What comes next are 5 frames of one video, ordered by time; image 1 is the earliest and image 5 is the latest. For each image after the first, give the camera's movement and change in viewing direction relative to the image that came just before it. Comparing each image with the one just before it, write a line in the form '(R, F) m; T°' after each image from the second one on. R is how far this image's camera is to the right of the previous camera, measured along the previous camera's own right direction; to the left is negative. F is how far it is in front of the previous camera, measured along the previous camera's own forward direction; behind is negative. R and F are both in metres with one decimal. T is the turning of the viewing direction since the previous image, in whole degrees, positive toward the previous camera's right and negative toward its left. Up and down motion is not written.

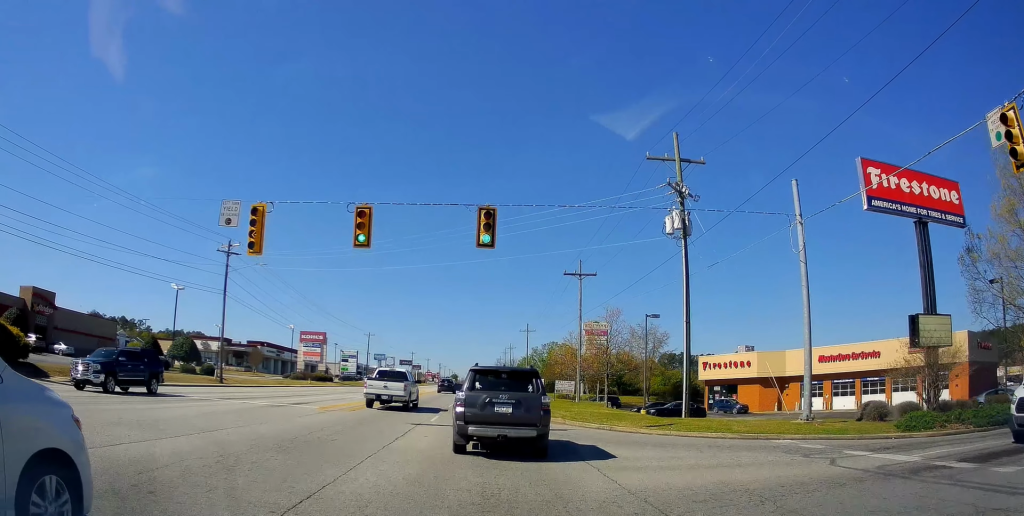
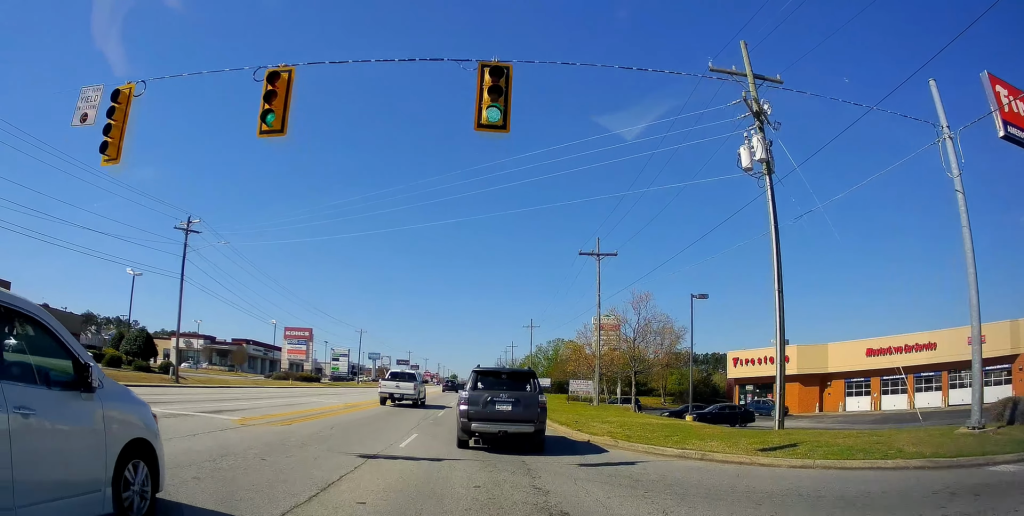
(-0.1, +8.0) m; 0°
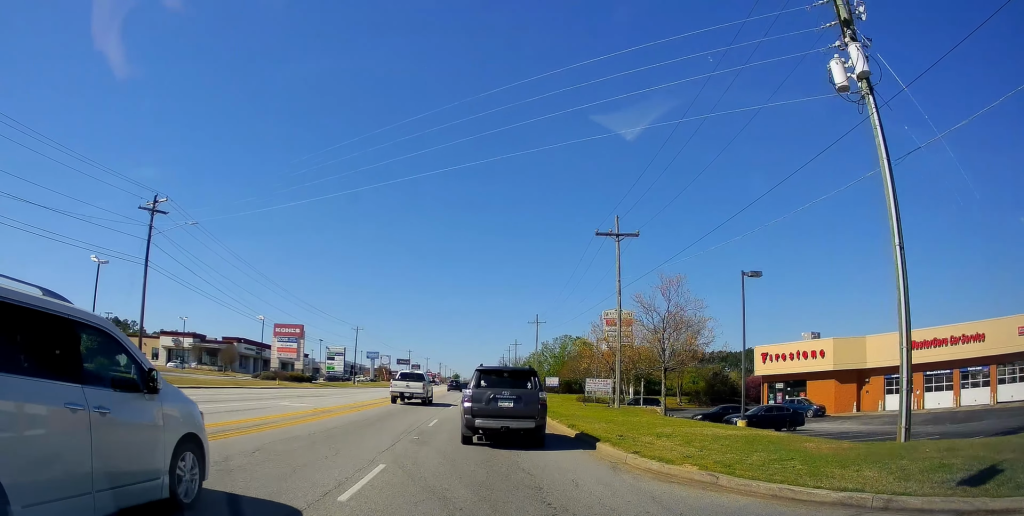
(+0.1, +5.7) m; 0°
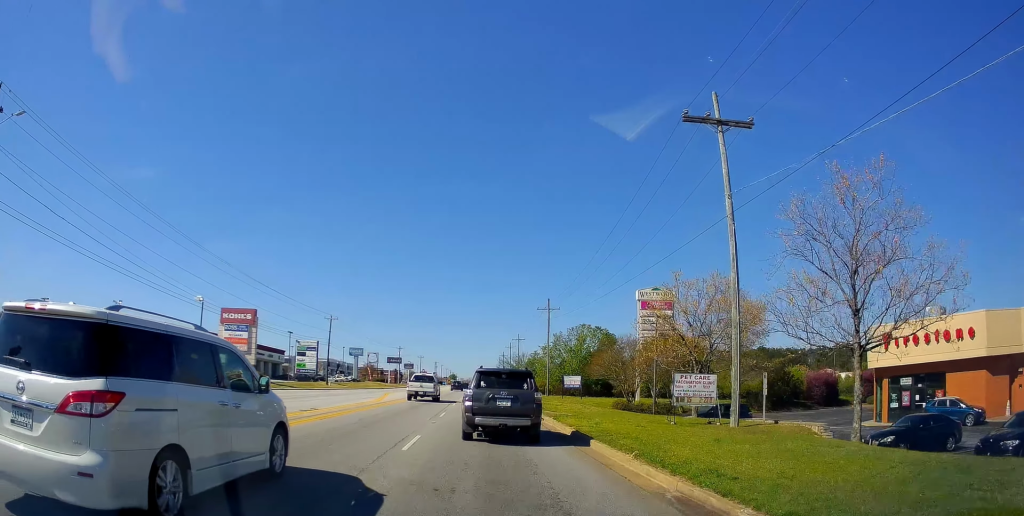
(-0.7, +18.3) m; -2°
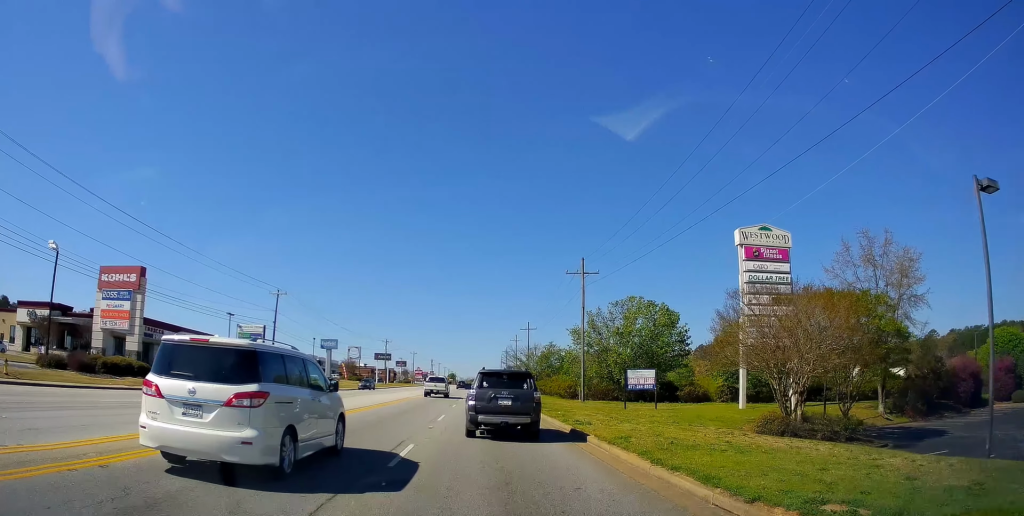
(+0.5, +29.3) m; +2°
